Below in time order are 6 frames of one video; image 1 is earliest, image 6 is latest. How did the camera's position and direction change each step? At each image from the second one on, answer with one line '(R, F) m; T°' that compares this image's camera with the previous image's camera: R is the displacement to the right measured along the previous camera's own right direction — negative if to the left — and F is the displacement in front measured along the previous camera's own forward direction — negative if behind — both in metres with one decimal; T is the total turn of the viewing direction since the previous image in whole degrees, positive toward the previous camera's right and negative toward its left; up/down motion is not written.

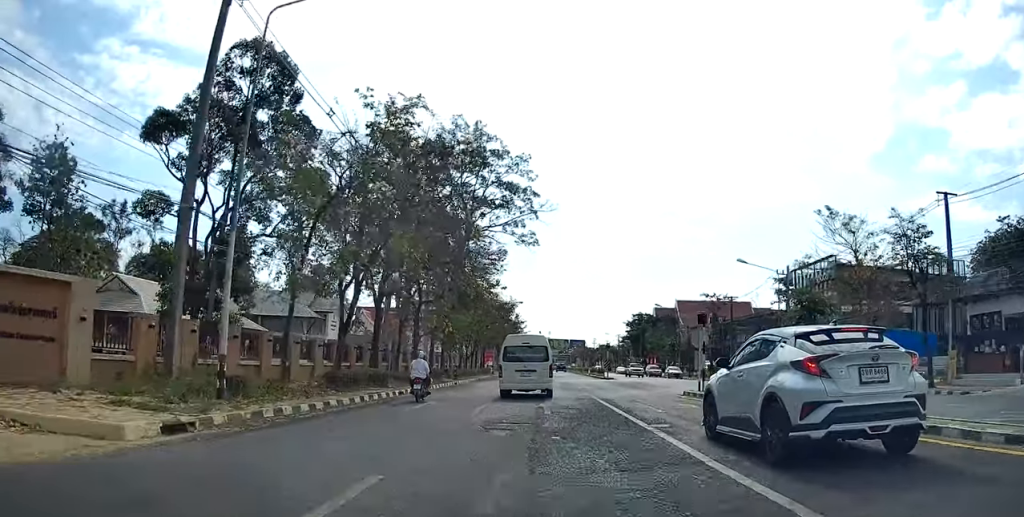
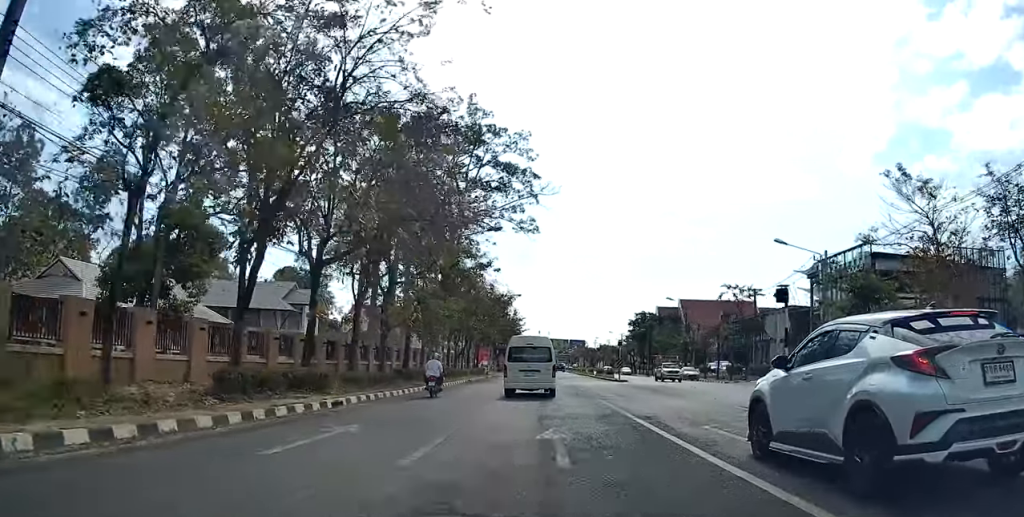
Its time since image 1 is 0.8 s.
(-0.1, +8.7) m; 0°
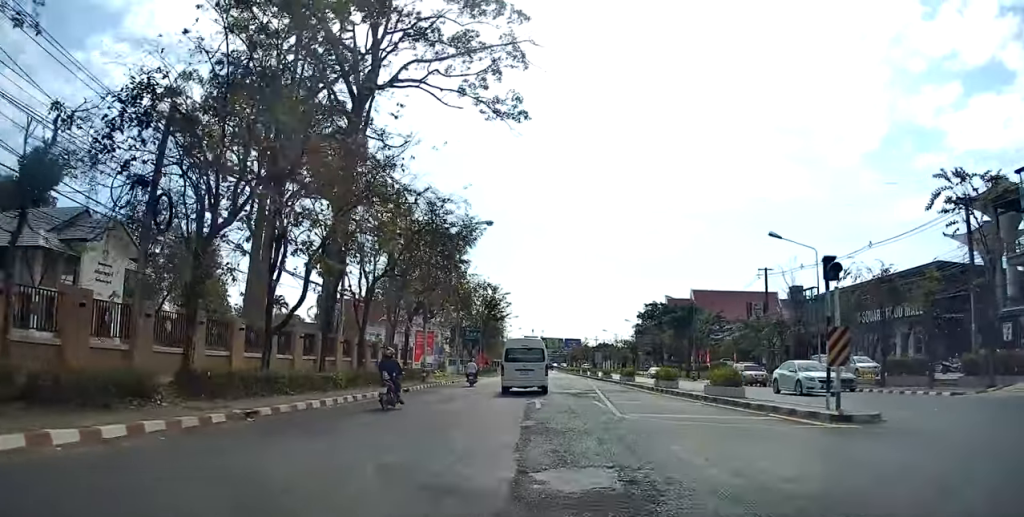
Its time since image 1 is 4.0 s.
(+1.5, +36.4) m; +1°
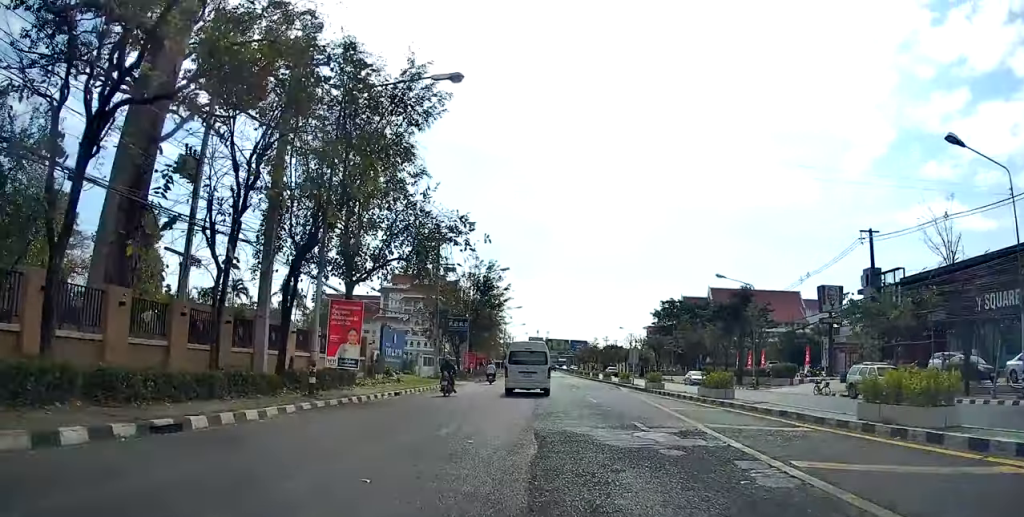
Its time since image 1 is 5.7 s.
(-0.4, +19.2) m; -2°
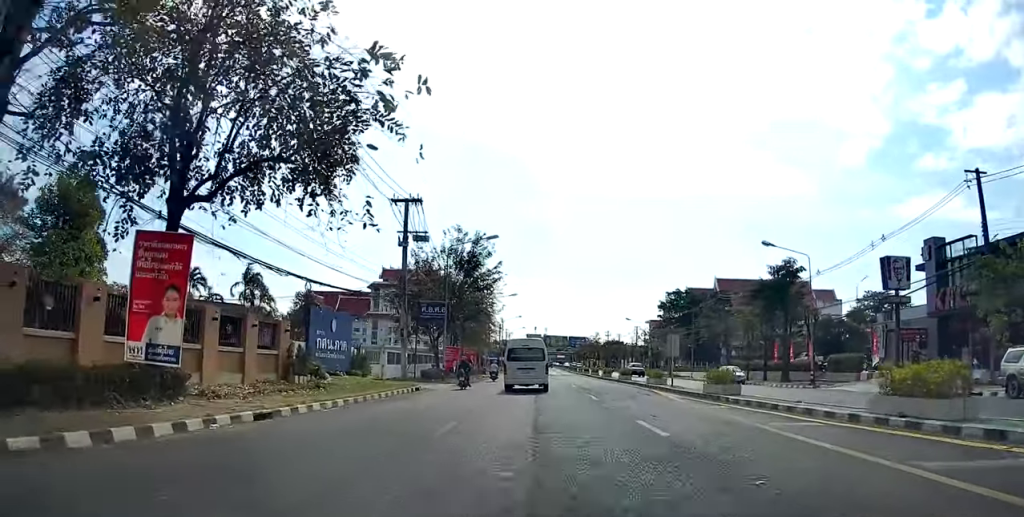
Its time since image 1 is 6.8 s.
(0.0, +12.9) m; 0°
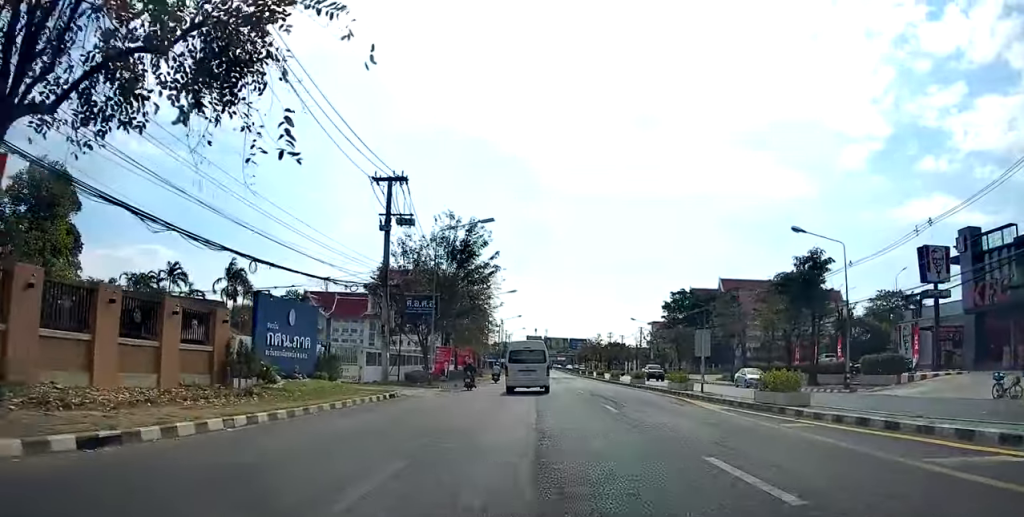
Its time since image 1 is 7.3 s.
(0.0, +5.4) m; 0°
